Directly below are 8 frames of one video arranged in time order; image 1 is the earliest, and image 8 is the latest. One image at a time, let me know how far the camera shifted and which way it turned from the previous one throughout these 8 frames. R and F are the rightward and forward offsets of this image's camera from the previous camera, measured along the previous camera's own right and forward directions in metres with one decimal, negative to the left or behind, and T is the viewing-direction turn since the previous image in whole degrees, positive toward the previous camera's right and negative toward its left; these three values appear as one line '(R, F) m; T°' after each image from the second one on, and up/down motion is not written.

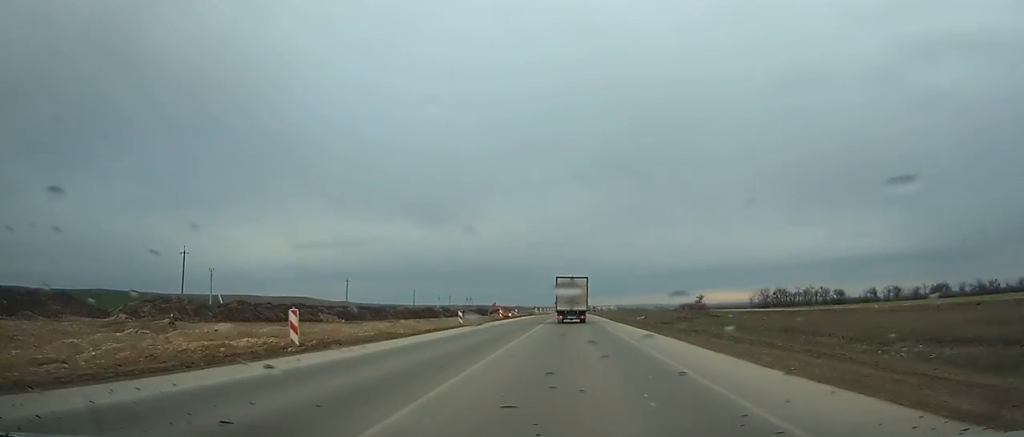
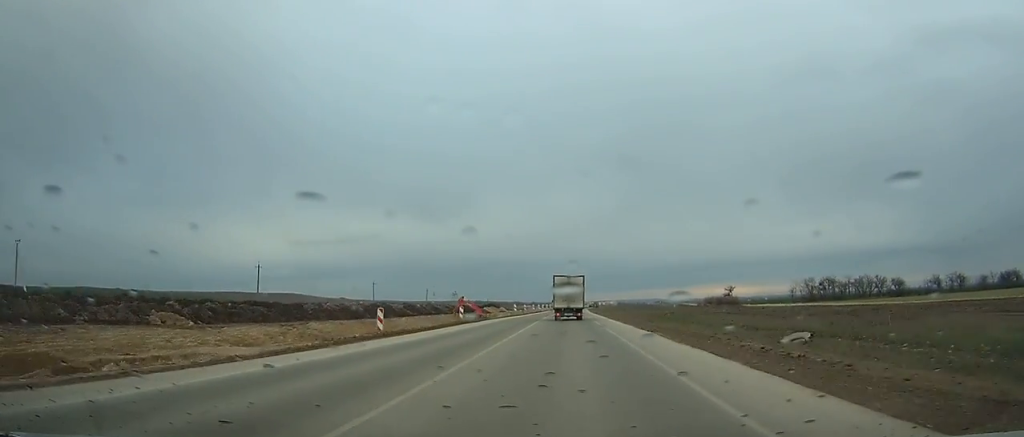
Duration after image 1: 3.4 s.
(+0.1, +45.6) m; 0°
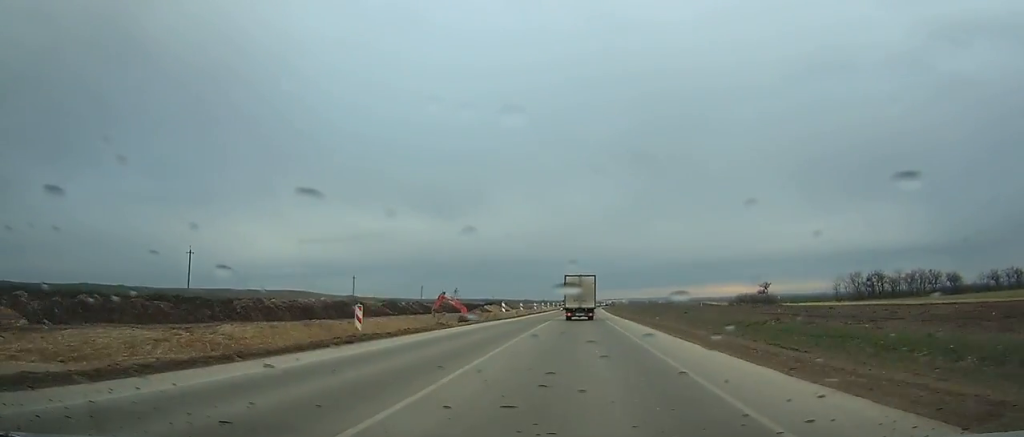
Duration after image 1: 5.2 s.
(0.0, +25.3) m; 0°
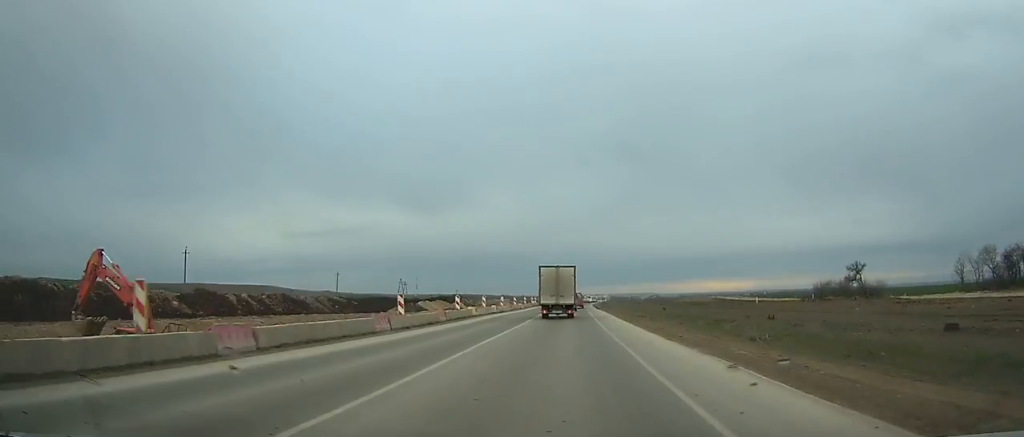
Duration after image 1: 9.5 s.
(+0.6, +62.5) m; +1°
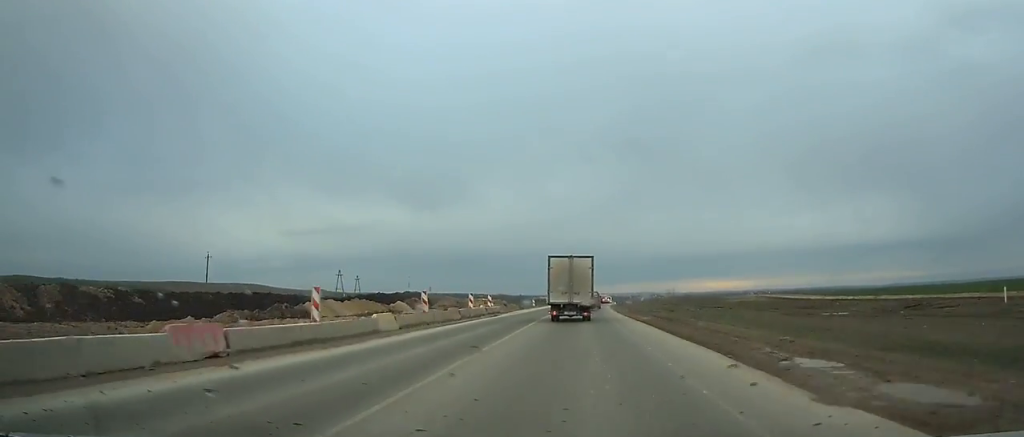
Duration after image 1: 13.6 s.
(+0.5, +59.0) m; +1°
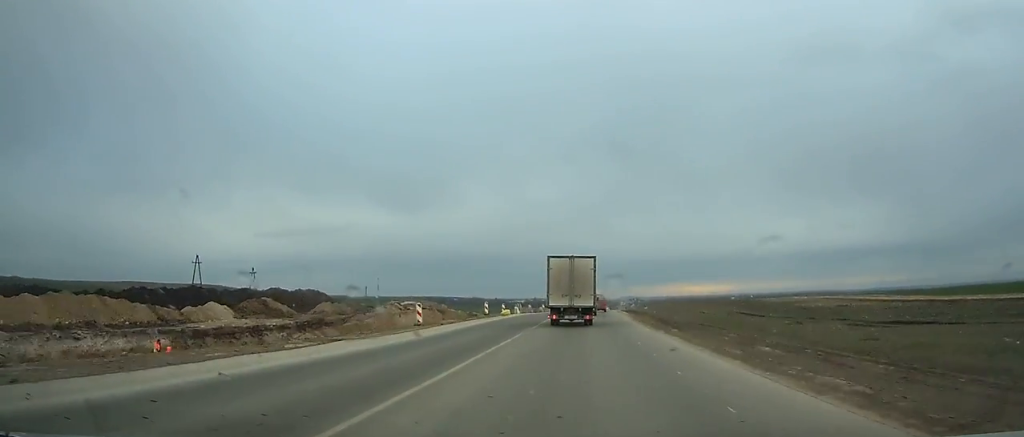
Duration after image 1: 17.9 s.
(+0.9, +58.7) m; +2°
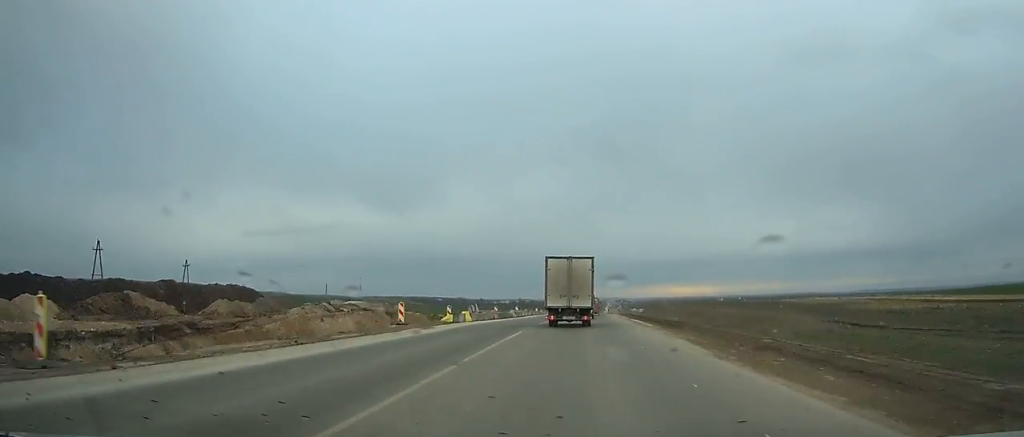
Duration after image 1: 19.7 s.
(+0.1, +24.0) m; +1°
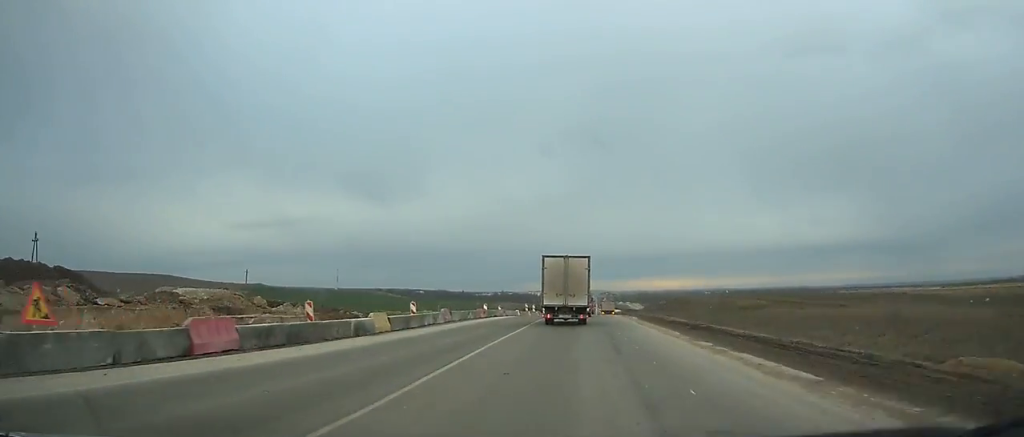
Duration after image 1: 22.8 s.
(+0.5, +40.1) m; +1°
